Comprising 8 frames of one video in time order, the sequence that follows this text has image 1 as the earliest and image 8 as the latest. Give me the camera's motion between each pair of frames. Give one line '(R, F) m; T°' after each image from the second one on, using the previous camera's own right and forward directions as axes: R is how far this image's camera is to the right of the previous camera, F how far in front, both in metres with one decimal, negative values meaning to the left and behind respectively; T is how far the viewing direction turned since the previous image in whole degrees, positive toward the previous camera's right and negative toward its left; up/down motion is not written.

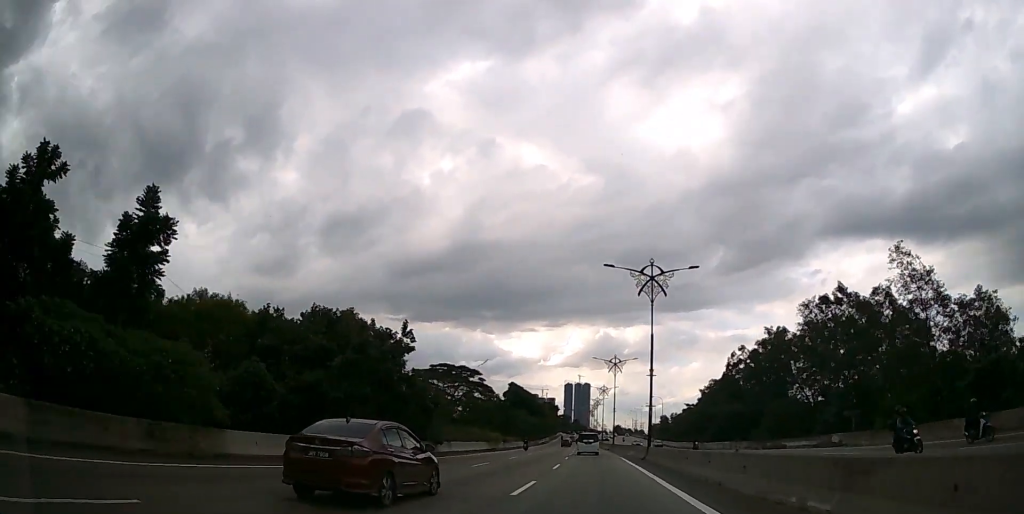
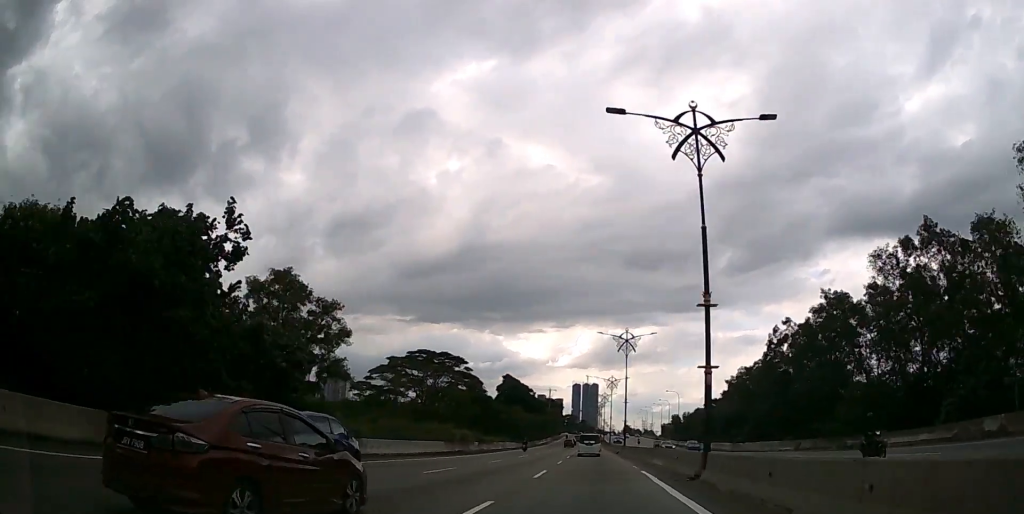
(-0.1, +18.5) m; -1°
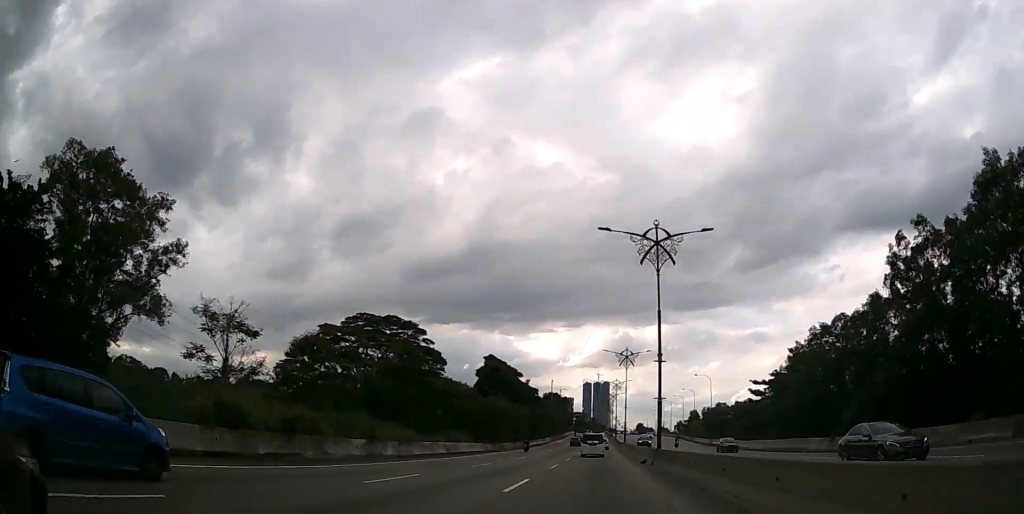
(-0.3, +28.6) m; -1°
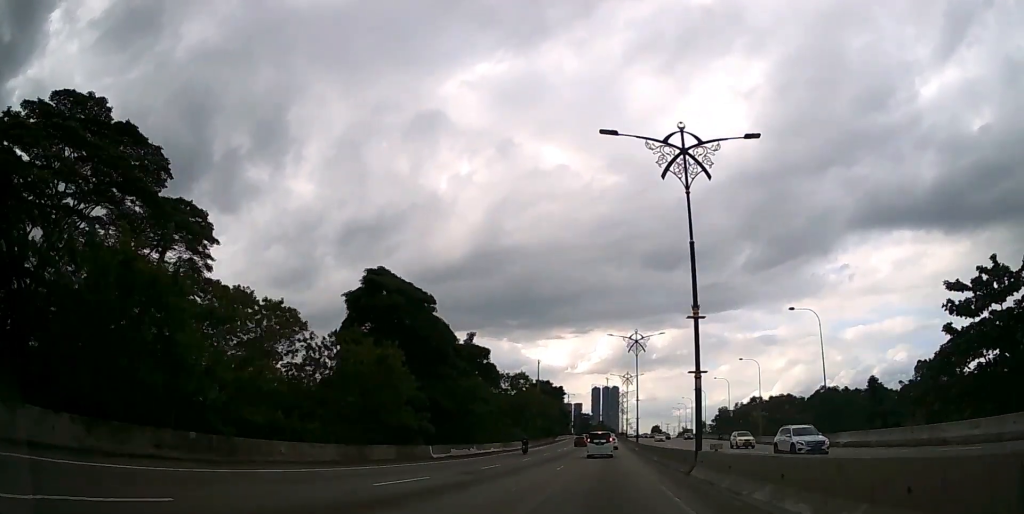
(-0.7, +51.7) m; -1°
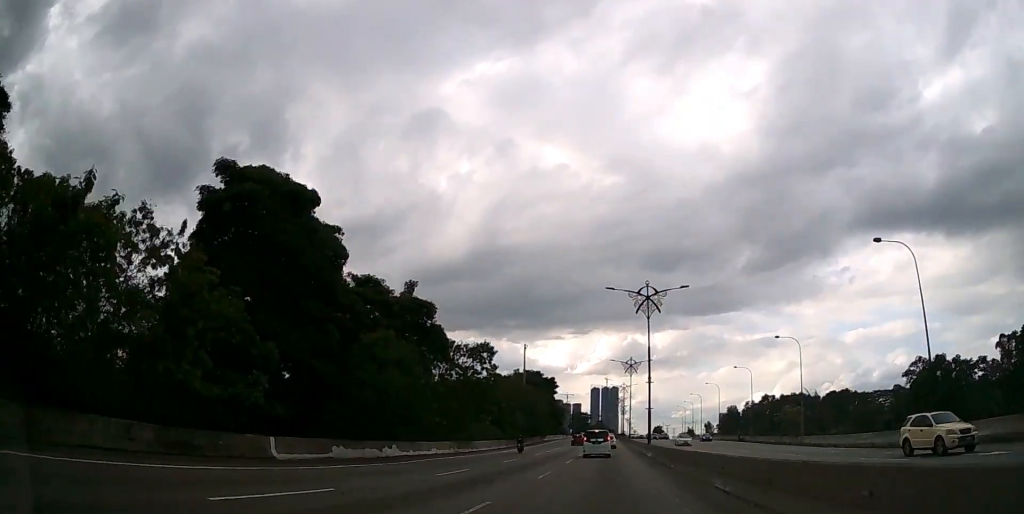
(0.0, +18.8) m; 0°
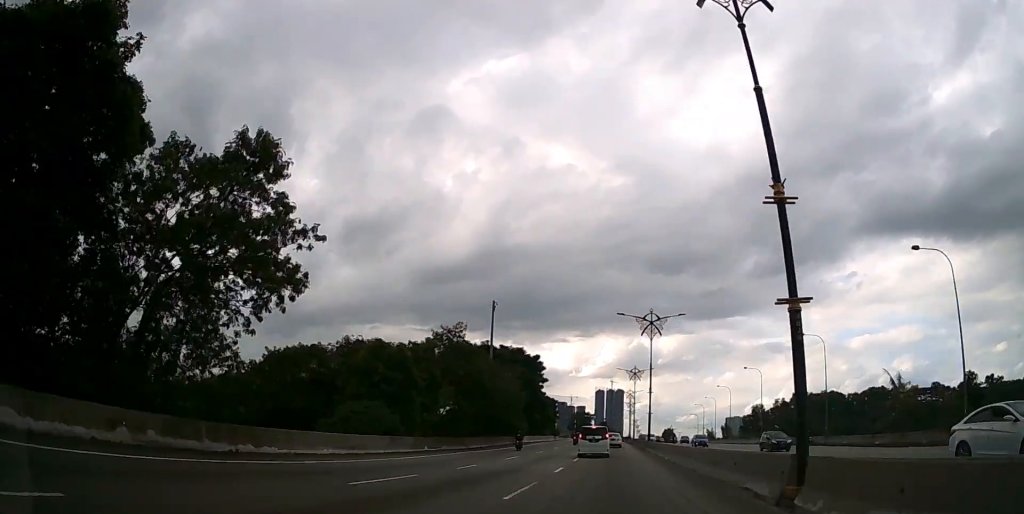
(0.0, +31.8) m; 0°
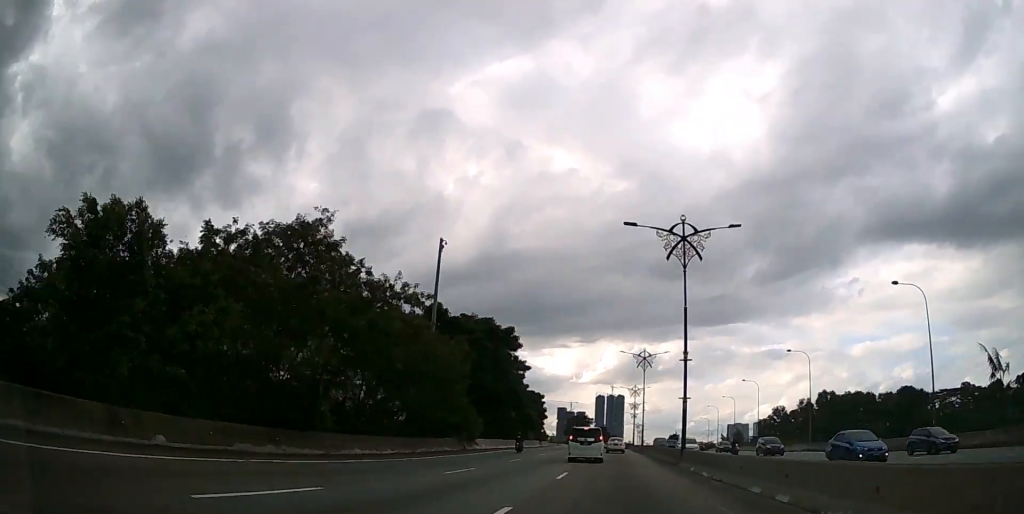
(-0.1, +23.4) m; 0°
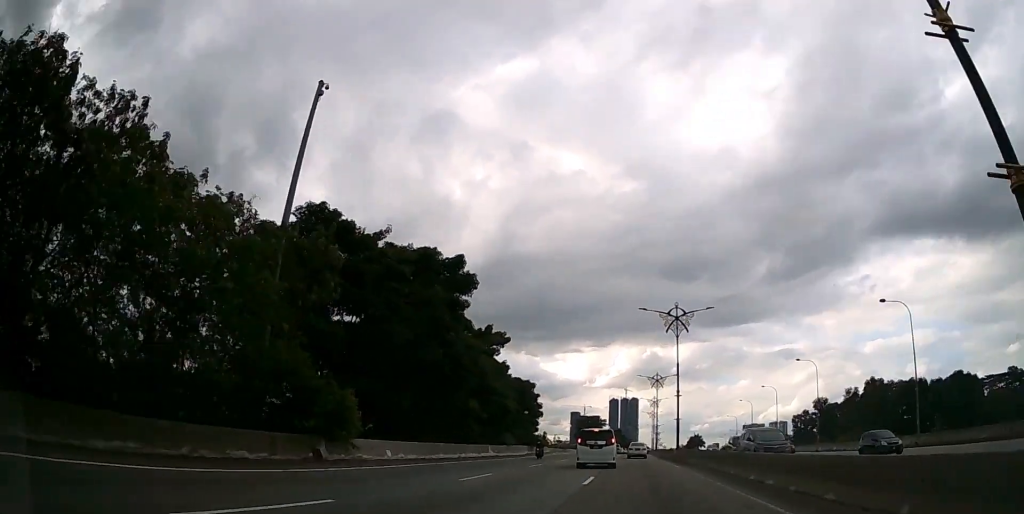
(0.0, +23.8) m; -1°
